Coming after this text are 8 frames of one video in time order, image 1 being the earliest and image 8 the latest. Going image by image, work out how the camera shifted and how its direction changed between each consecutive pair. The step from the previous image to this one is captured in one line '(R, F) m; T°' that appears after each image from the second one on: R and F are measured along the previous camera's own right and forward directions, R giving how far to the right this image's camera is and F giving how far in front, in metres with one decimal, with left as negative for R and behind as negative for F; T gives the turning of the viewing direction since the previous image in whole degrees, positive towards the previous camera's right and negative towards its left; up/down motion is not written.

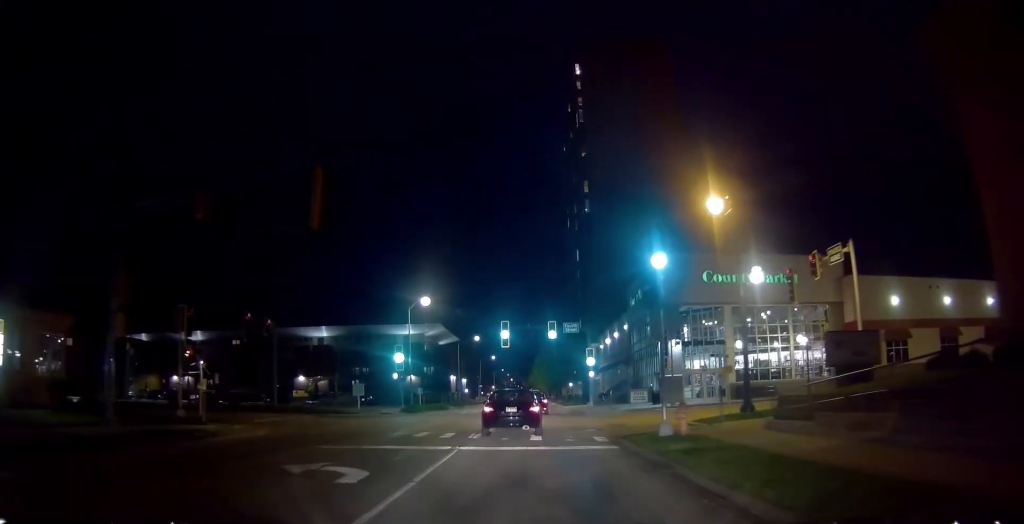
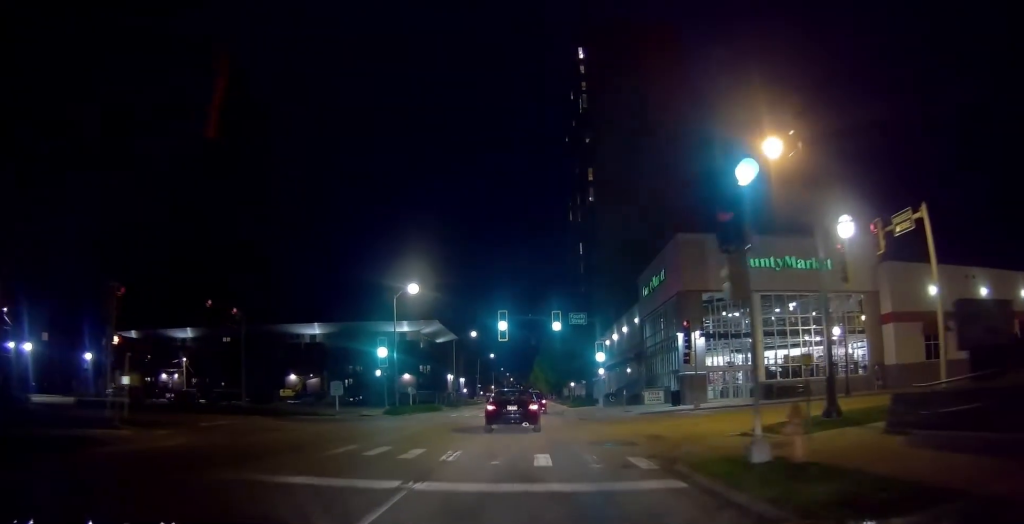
(-0.2, +4.4) m; -3°
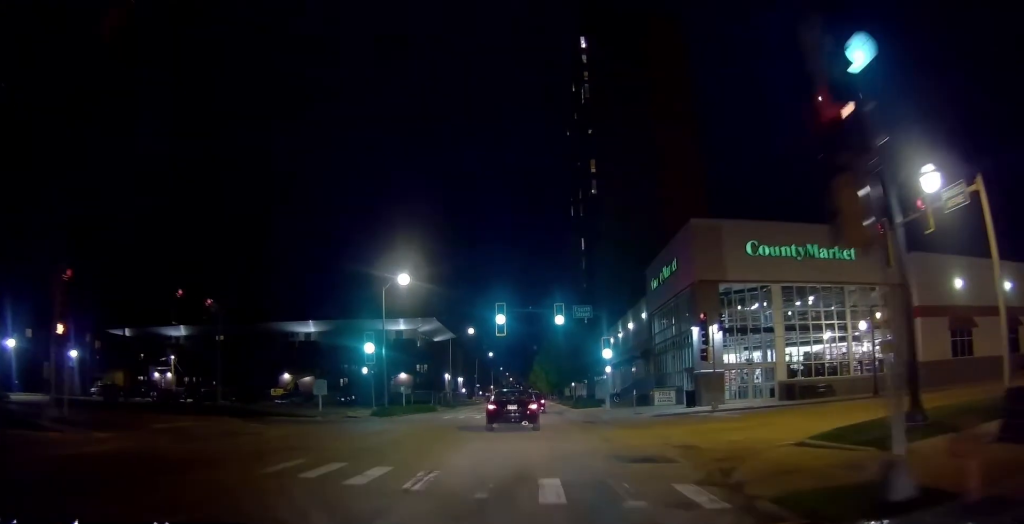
(0.0, +3.4) m; 0°
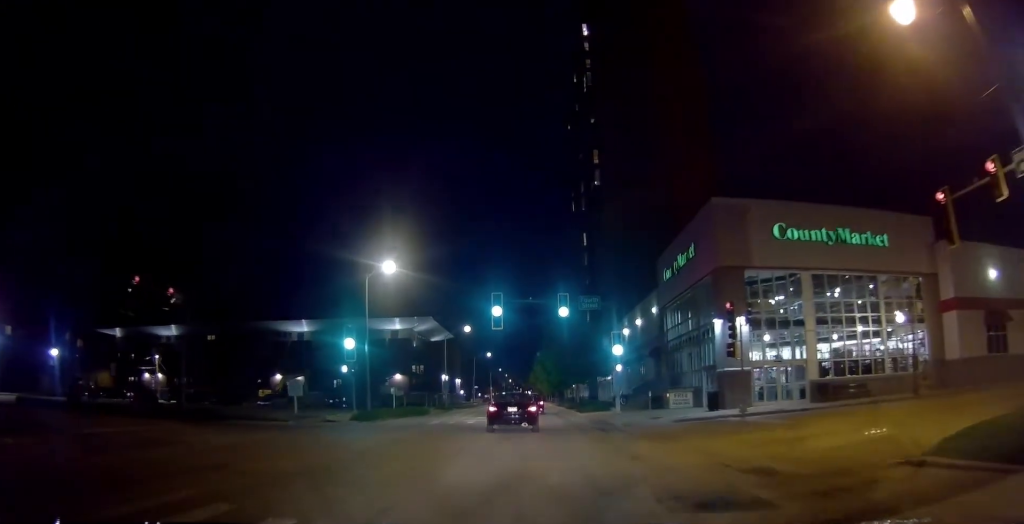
(0.0, +4.4) m; 0°
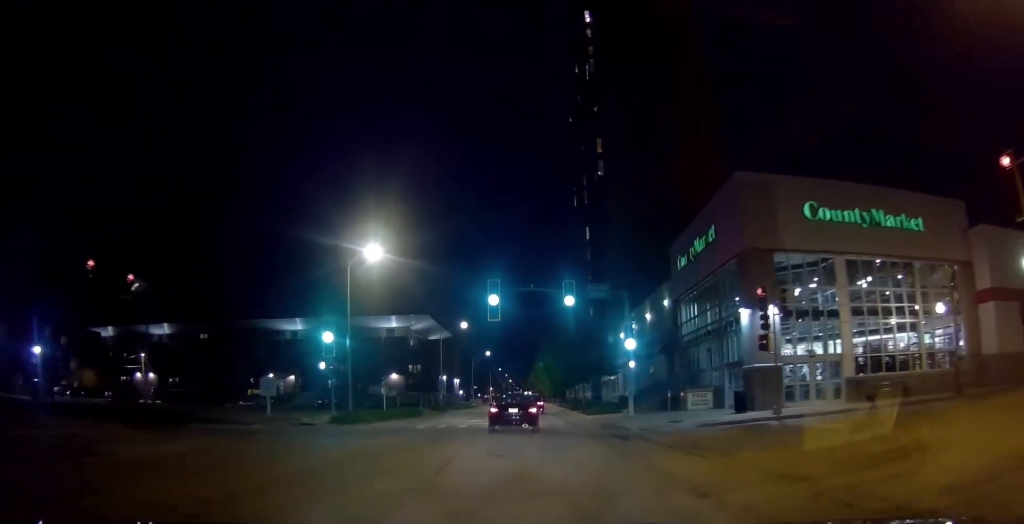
(0.0, +3.8) m; 0°
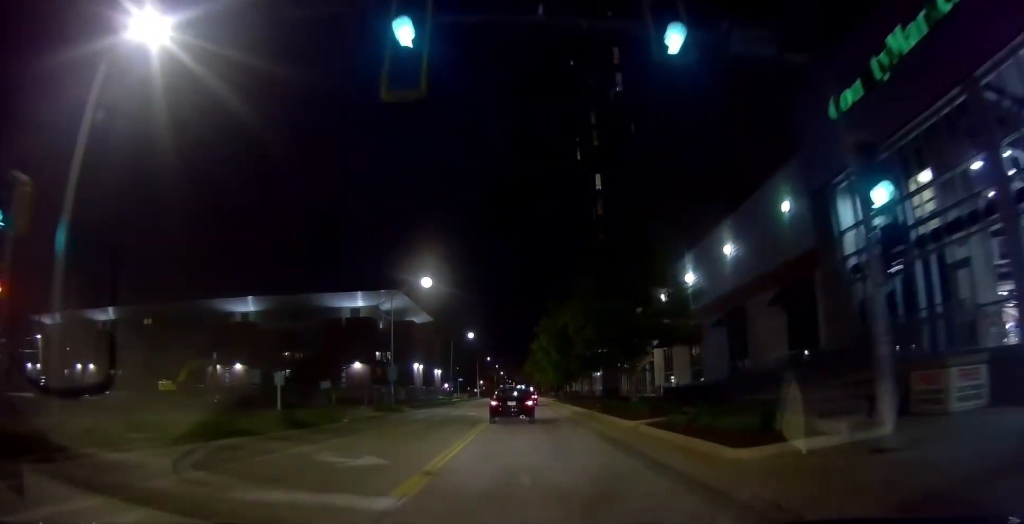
(-0.7, +21.8) m; -3°
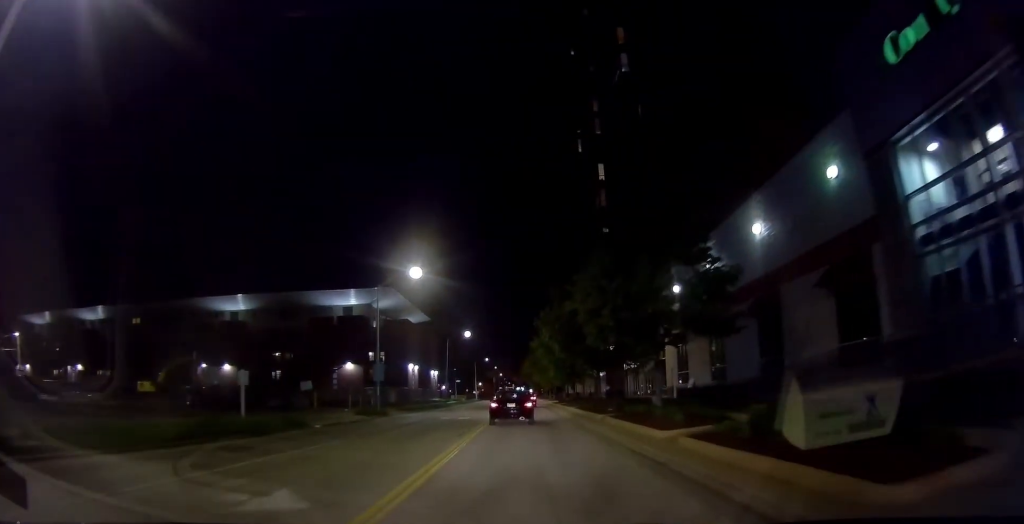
(0.0, +3.9) m; +1°
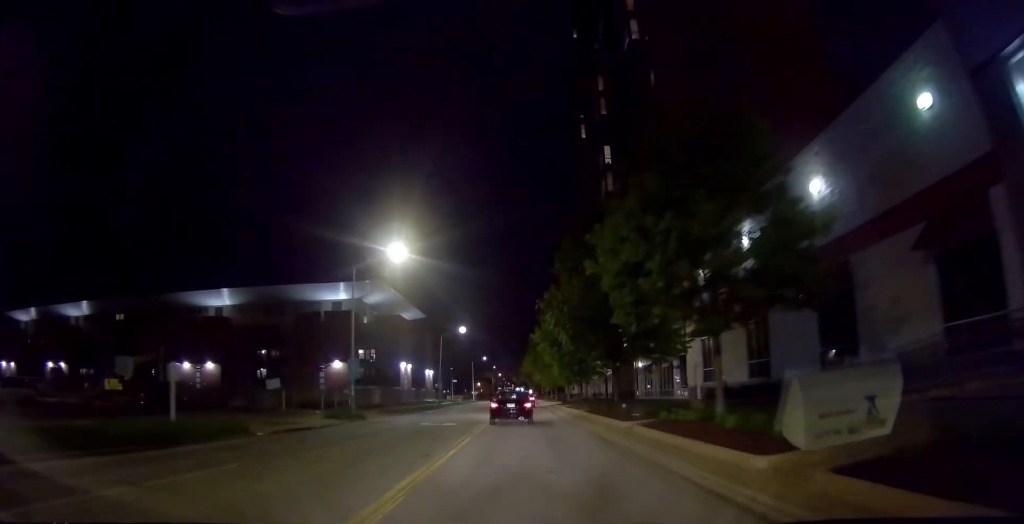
(+0.1, +6.0) m; +1°
